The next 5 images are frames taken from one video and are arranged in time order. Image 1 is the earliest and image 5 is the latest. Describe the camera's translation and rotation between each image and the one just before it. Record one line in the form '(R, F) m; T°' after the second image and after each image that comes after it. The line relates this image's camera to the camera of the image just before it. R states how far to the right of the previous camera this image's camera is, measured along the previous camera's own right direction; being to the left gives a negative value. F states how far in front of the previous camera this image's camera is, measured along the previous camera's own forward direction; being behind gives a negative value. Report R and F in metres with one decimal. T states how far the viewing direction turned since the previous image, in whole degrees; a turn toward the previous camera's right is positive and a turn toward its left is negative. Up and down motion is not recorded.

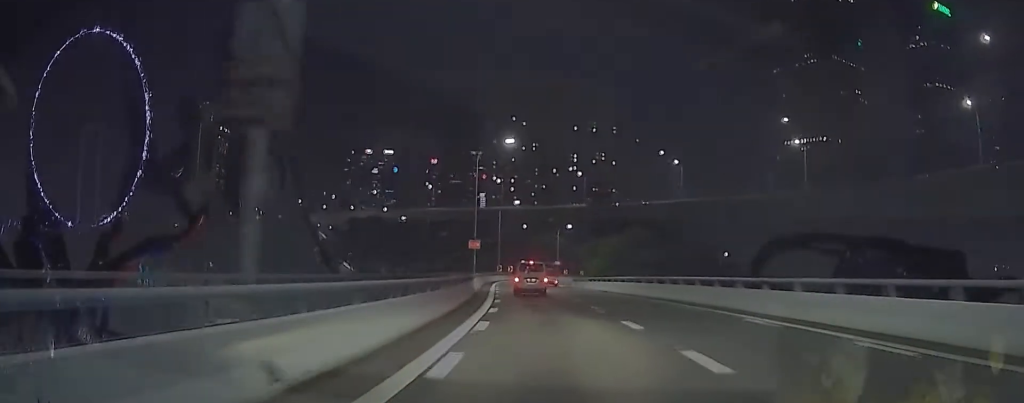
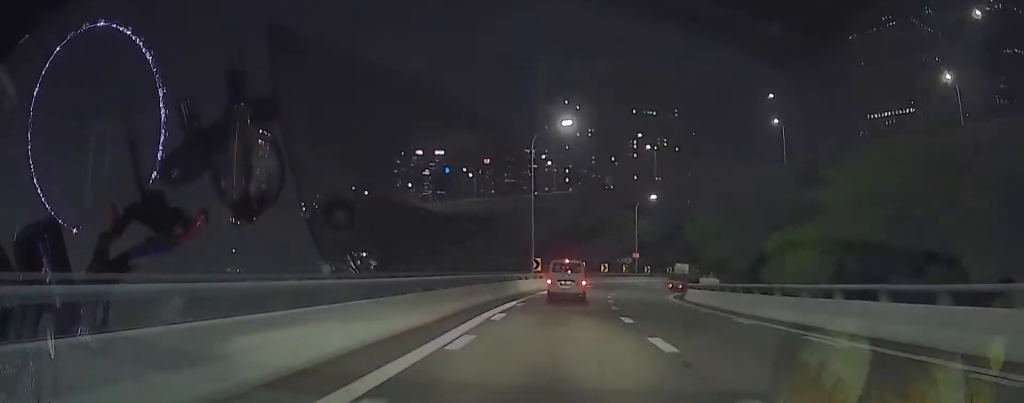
(-4.2, +44.6) m; -10°
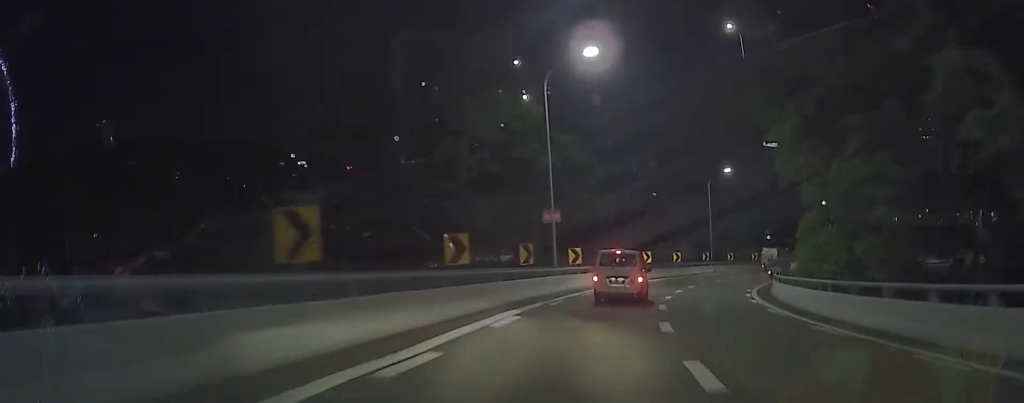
(+2.5, +52.6) m; +6°
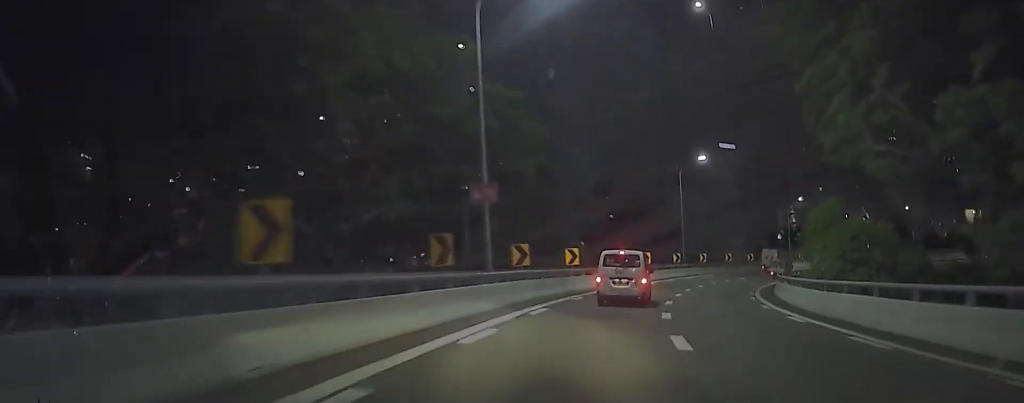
(+0.4, +10.6) m; +5°
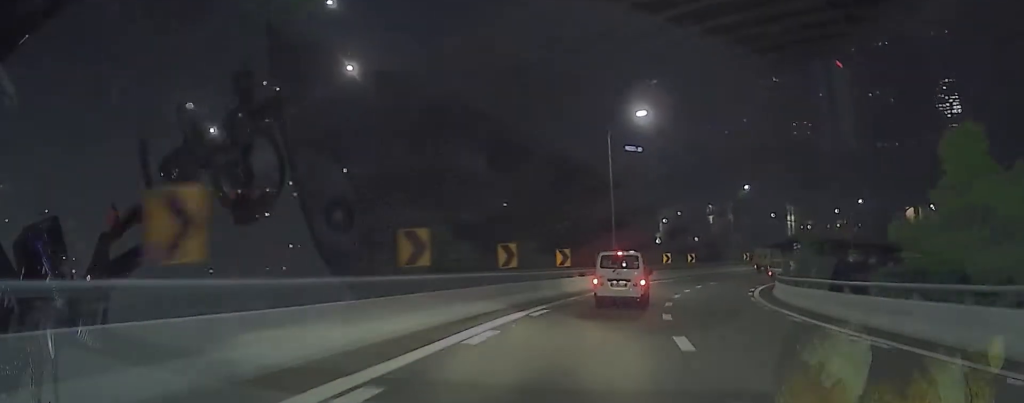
(+1.4, +18.9) m; +11°
